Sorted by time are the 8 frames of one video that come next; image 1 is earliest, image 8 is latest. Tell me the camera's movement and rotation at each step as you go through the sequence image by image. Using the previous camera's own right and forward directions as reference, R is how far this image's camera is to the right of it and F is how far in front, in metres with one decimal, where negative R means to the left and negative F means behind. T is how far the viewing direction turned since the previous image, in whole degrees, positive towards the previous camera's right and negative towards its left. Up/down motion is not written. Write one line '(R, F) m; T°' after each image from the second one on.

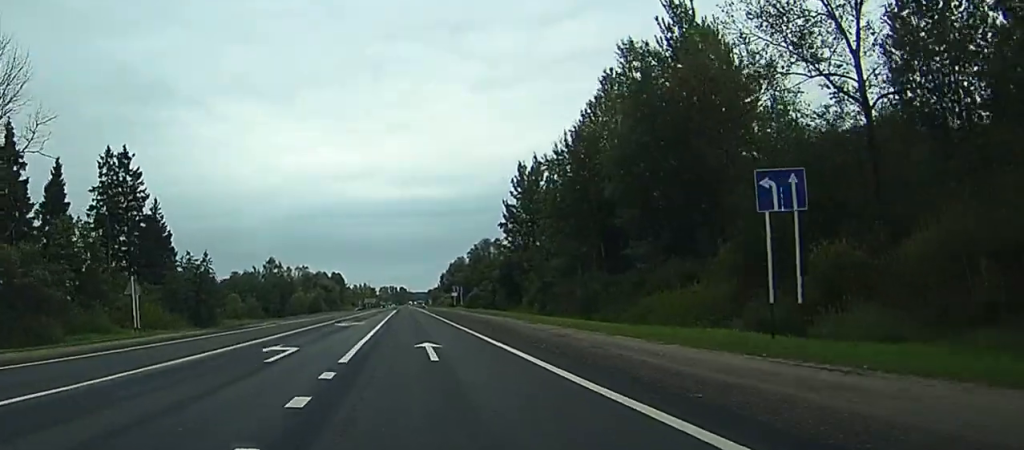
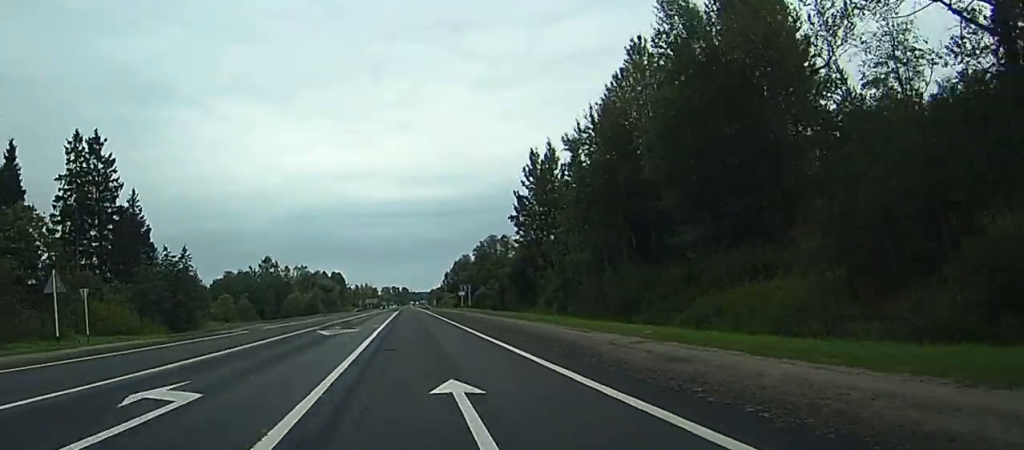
(0.0, +11.8) m; 0°
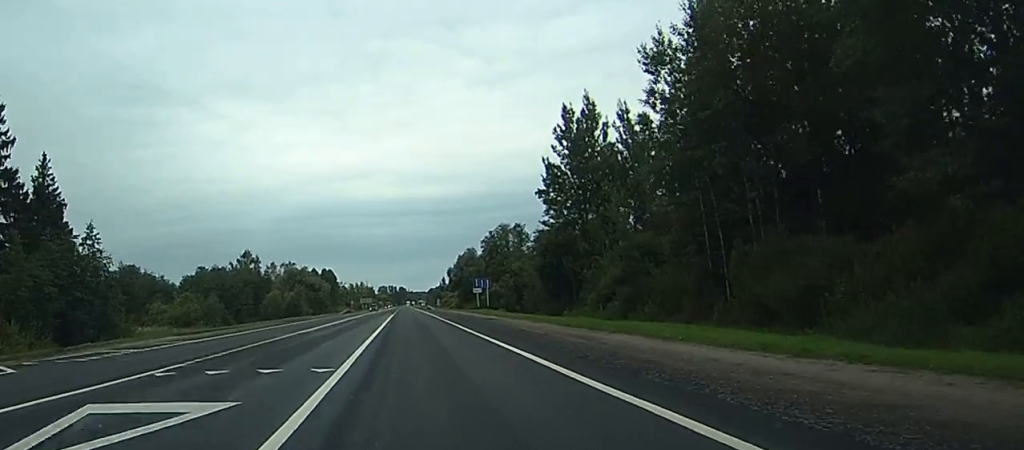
(+0.1, +29.7) m; 0°
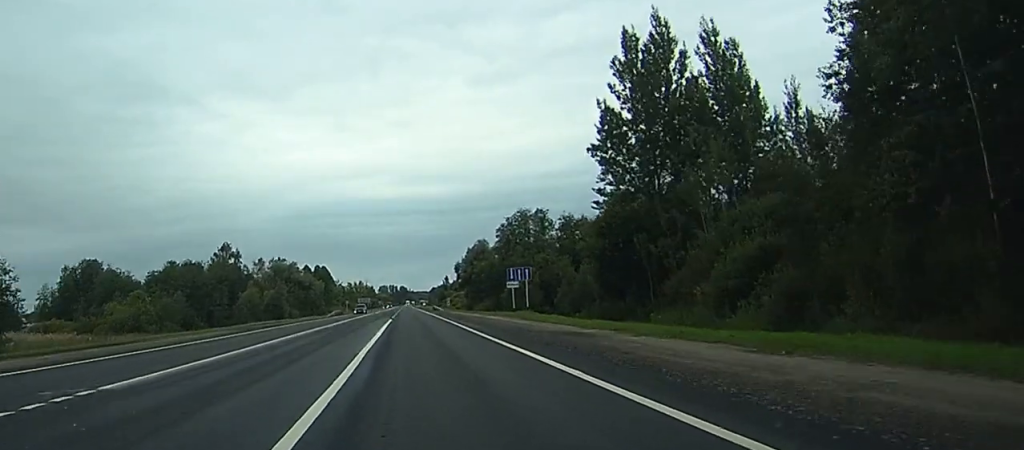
(+0.1, +29.0) m; 0°
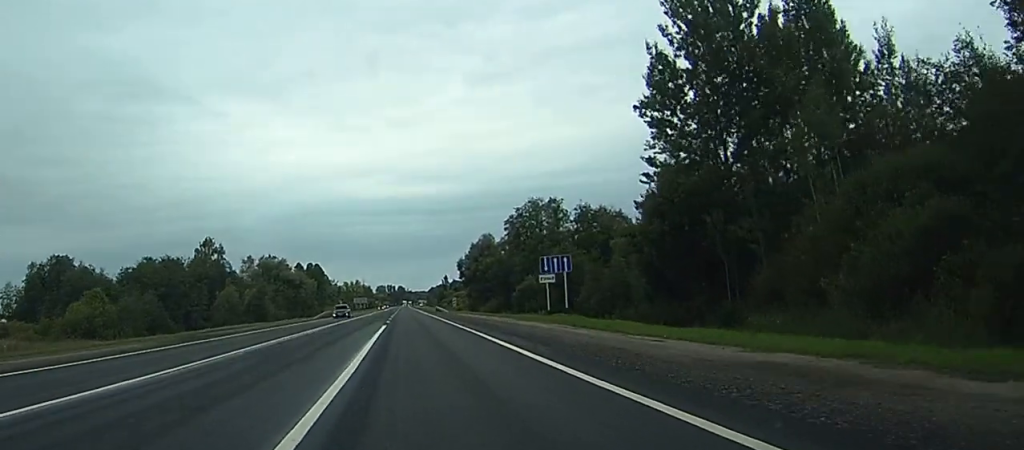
(-0.1, +16.3) m; 0°
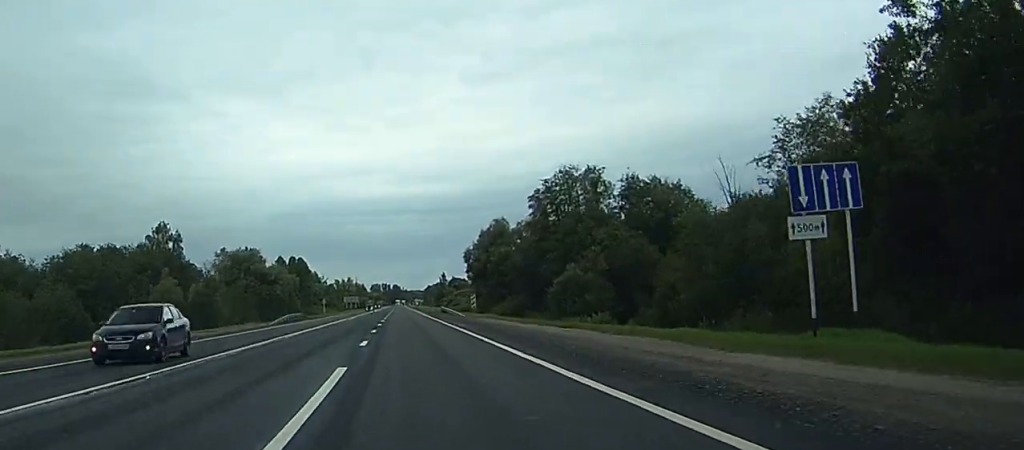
(+0.2, +32.7) m; 0°
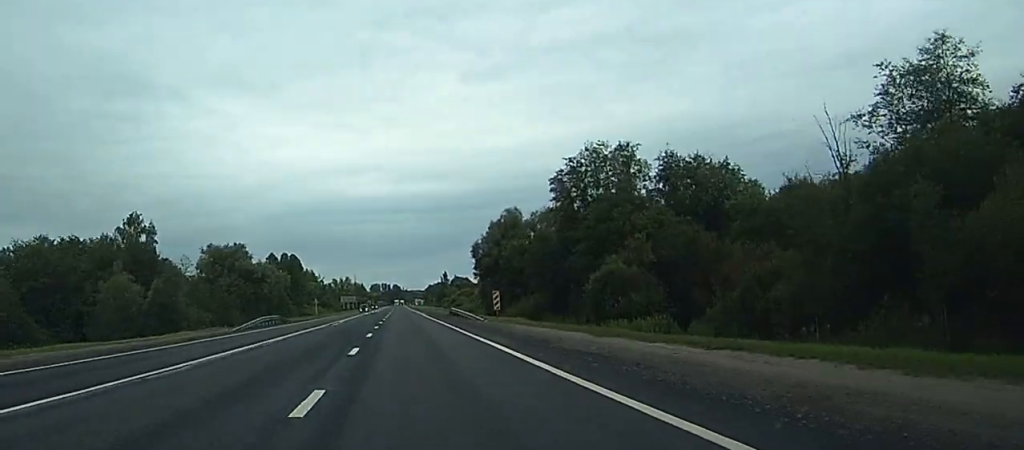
(-0.1, +16.3) m; 0°
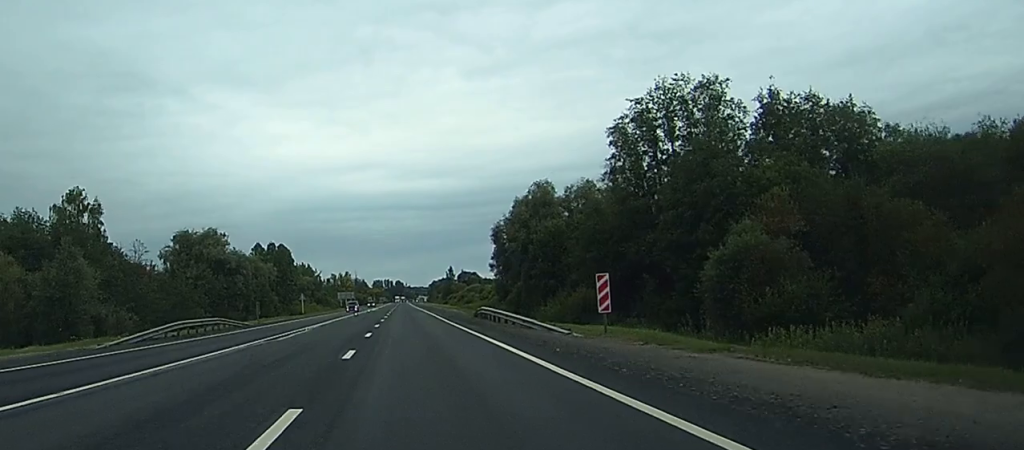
(-0.1, +26.6) m; 0°
